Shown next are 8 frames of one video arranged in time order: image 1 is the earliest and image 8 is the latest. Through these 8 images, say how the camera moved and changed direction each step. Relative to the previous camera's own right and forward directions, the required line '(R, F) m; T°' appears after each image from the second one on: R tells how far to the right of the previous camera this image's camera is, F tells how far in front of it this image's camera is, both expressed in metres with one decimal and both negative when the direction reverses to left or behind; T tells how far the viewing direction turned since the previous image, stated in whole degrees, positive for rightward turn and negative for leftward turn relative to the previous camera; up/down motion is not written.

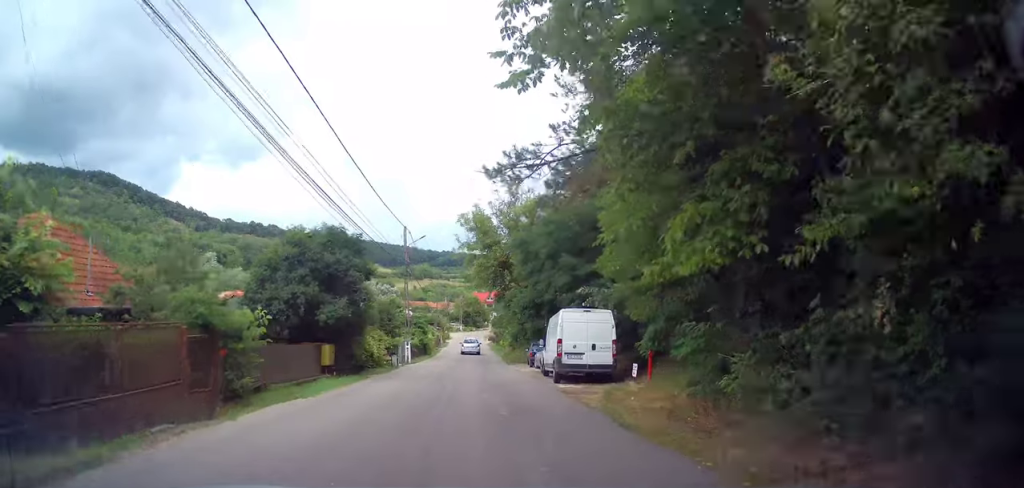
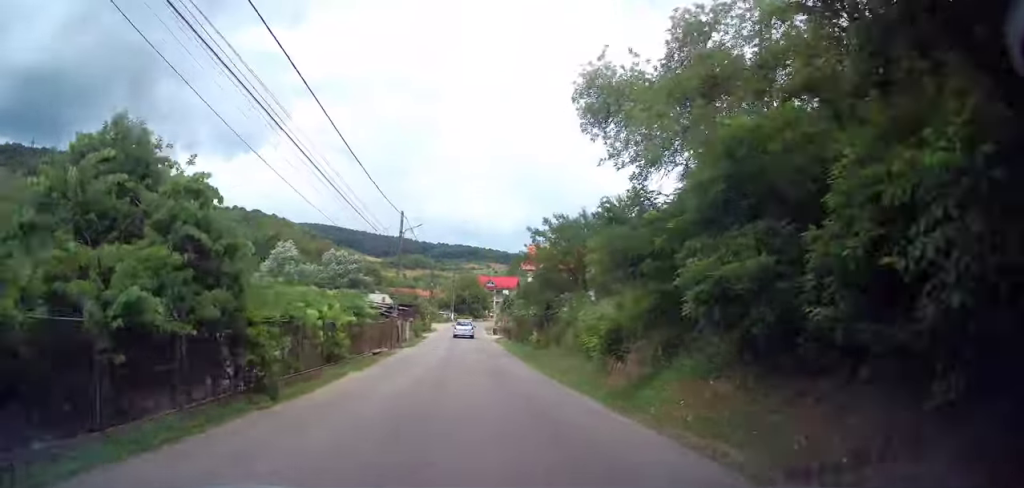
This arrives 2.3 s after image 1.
(+0.7, +34.7) m; 0°
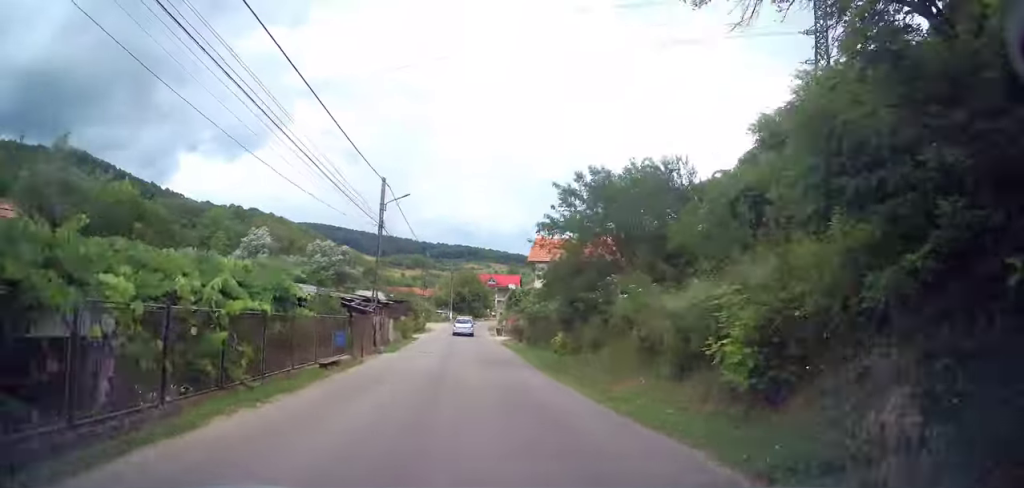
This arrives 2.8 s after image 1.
(-0.1, +7.6) m; 0°
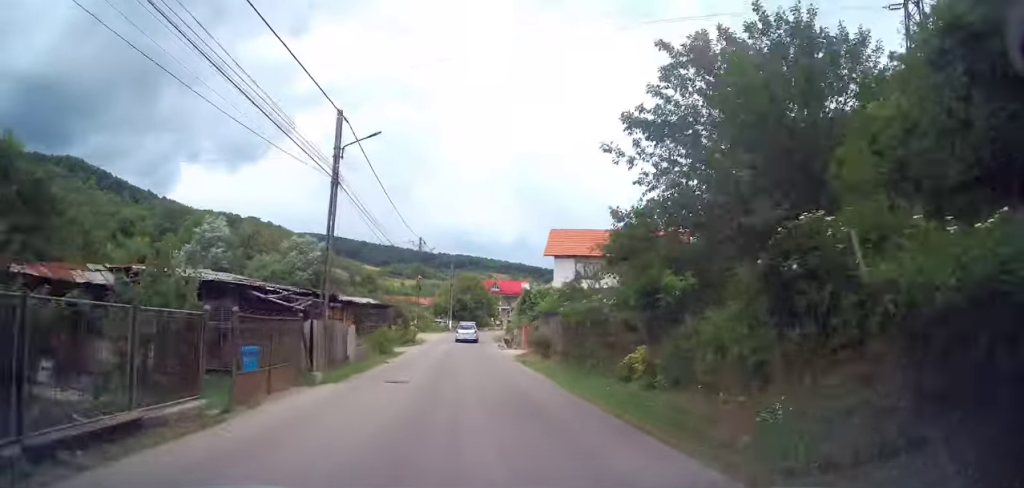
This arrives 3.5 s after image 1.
(0.0, +9.6) m; 0°
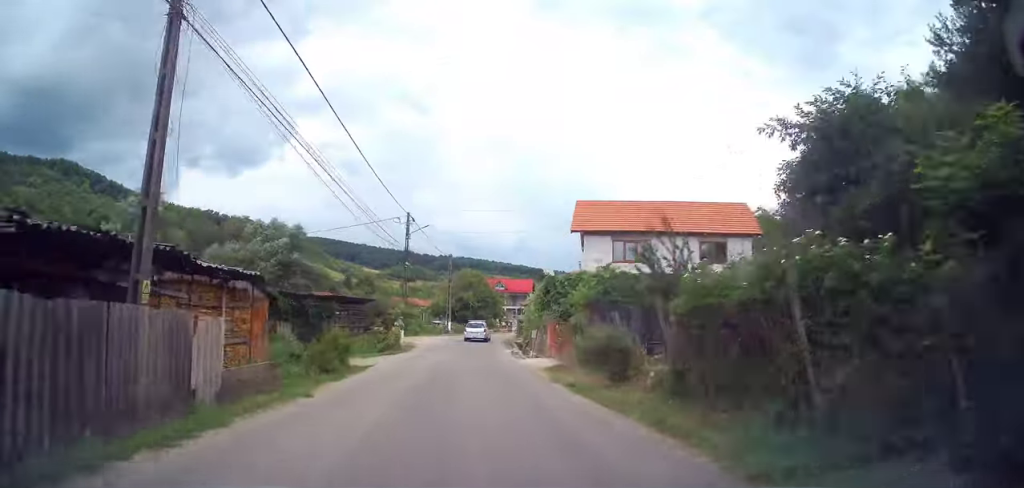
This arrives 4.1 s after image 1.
(0.0, +10.0) m; 0°
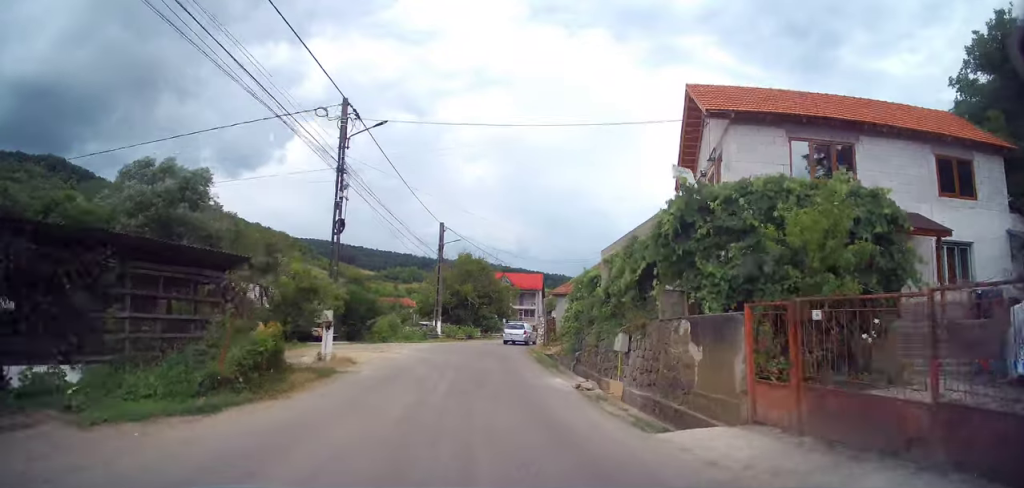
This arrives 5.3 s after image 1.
(-0.1, +17.6) m; 0°
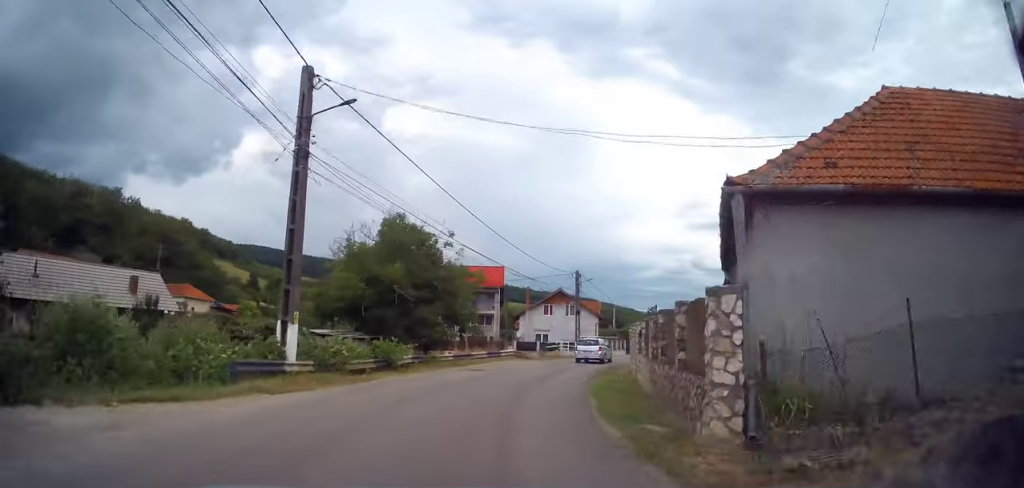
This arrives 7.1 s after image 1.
(+0.7, +24.6) m; +9°
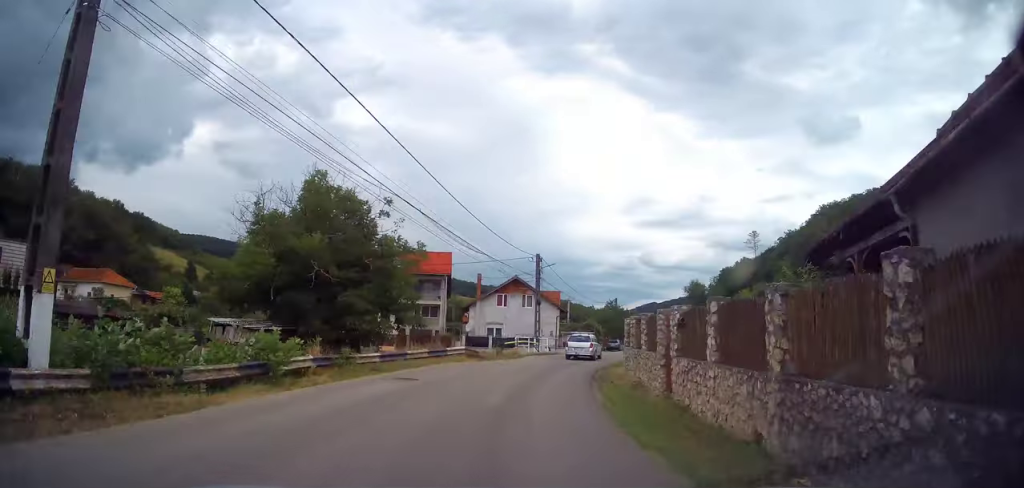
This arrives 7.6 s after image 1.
(+0.6, +7.3) m; +5°
